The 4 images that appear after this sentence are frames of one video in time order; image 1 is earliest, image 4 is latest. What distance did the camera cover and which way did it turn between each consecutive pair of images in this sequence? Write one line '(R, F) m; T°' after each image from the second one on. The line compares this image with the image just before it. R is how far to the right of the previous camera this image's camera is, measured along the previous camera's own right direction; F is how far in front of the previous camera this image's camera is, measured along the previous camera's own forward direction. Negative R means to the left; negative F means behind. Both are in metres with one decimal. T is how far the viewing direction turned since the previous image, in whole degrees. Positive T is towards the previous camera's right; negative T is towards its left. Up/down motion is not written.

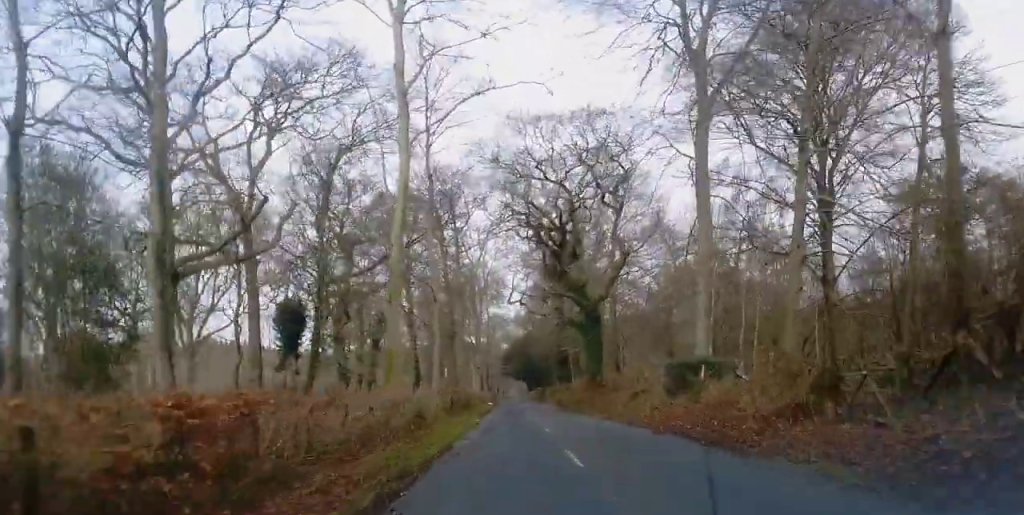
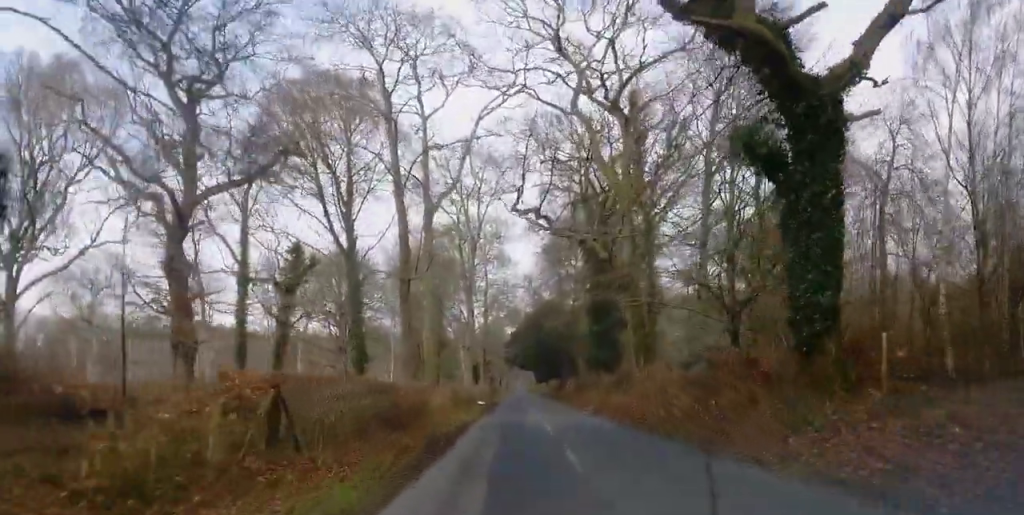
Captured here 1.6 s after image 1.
(+0.1, +34.2) m; +1°
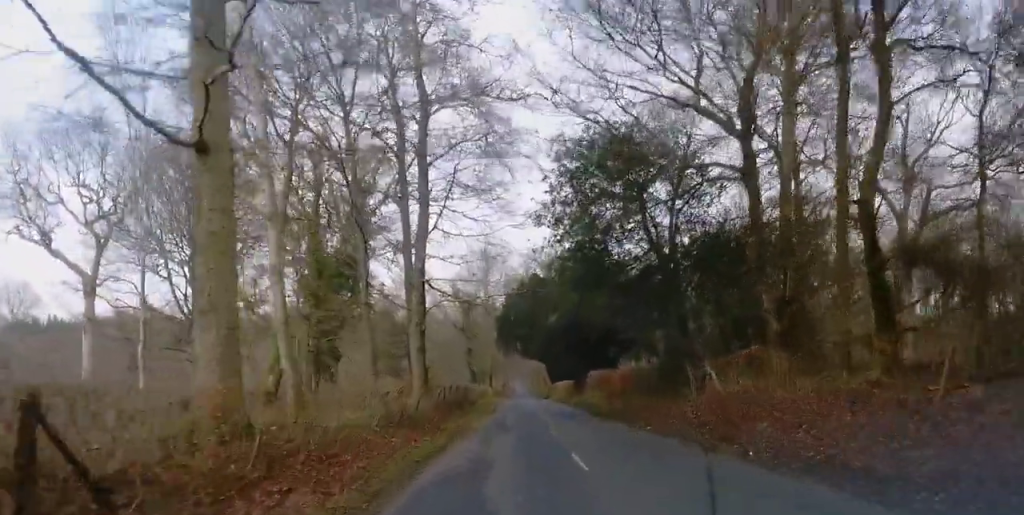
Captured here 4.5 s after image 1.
(-0.4, +61.9) m; 0°
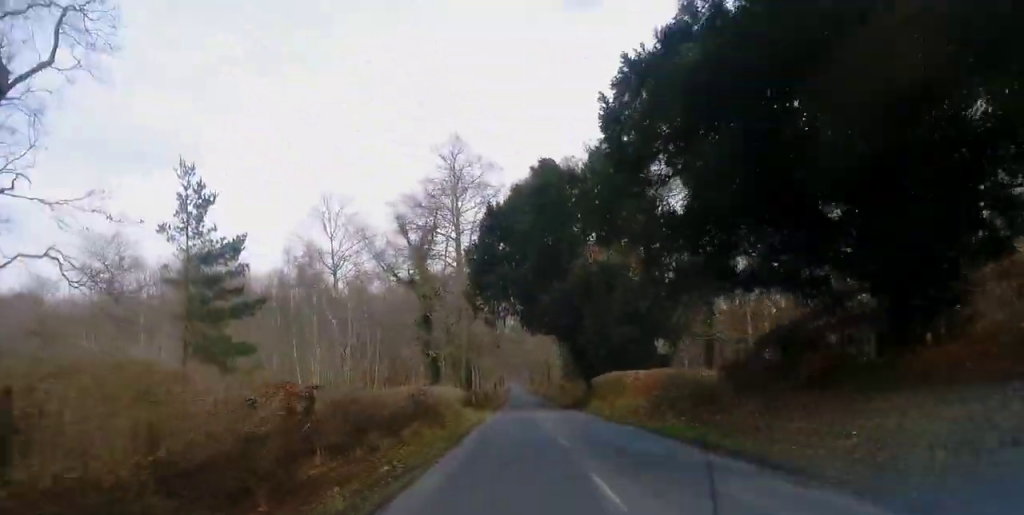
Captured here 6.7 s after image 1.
(-0.1, +46.5) m; +1°
